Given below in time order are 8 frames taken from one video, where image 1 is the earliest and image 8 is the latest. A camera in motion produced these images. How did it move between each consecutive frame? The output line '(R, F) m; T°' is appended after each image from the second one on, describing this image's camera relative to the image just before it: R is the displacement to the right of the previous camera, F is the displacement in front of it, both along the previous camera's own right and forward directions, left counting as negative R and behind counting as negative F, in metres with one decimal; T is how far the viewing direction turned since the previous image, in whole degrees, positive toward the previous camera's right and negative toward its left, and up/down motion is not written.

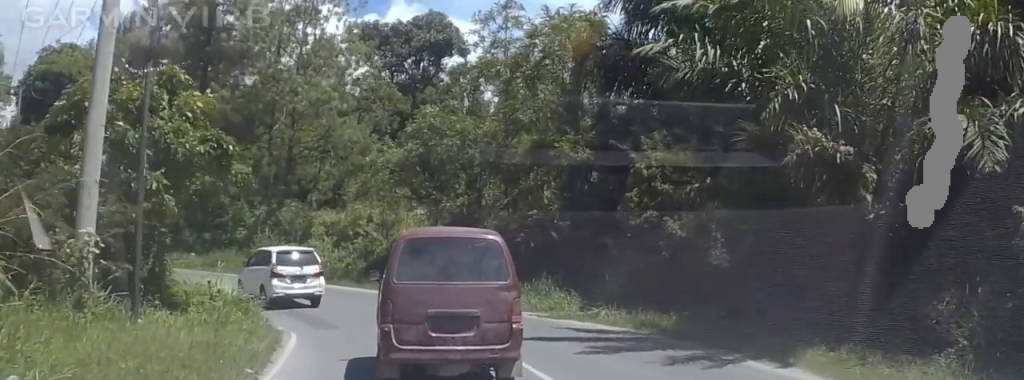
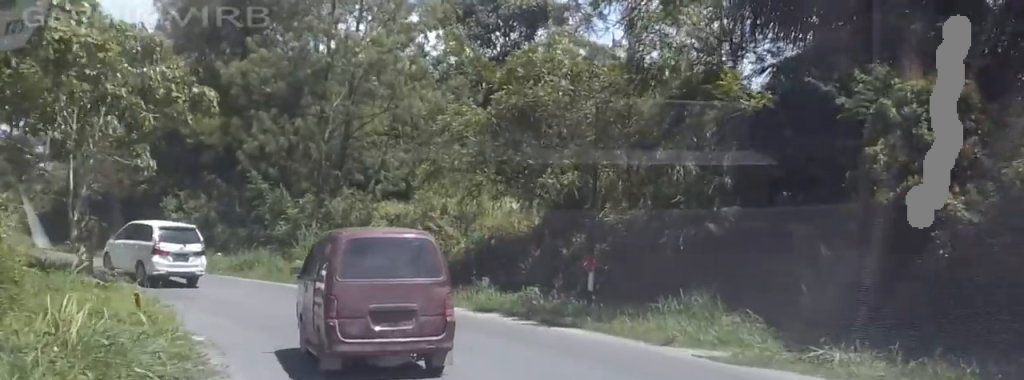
(-0.1, +9.6) m; -10°
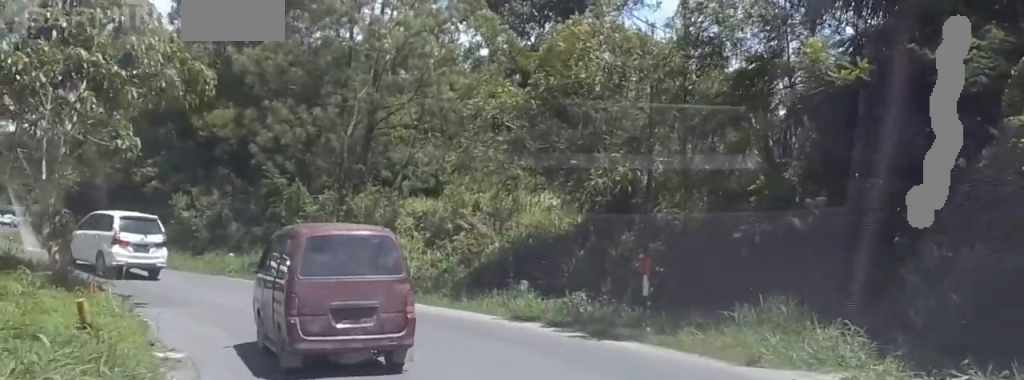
(0.0, +2.4) m; -6°
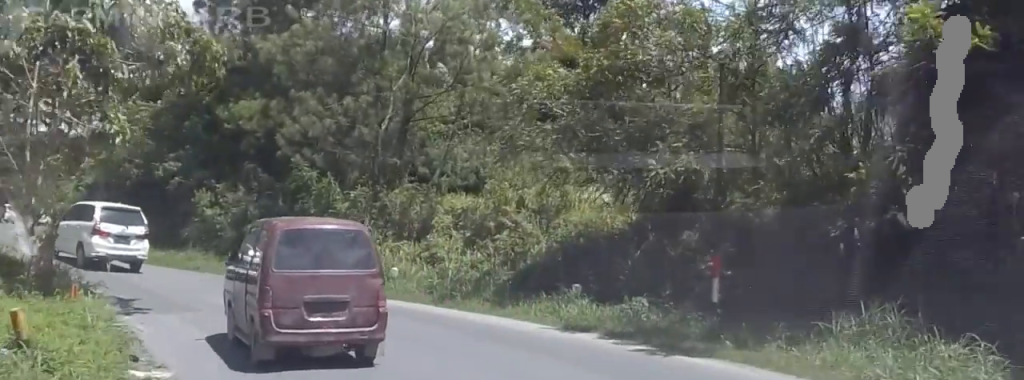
(-0.4, +1.9) m; -5°
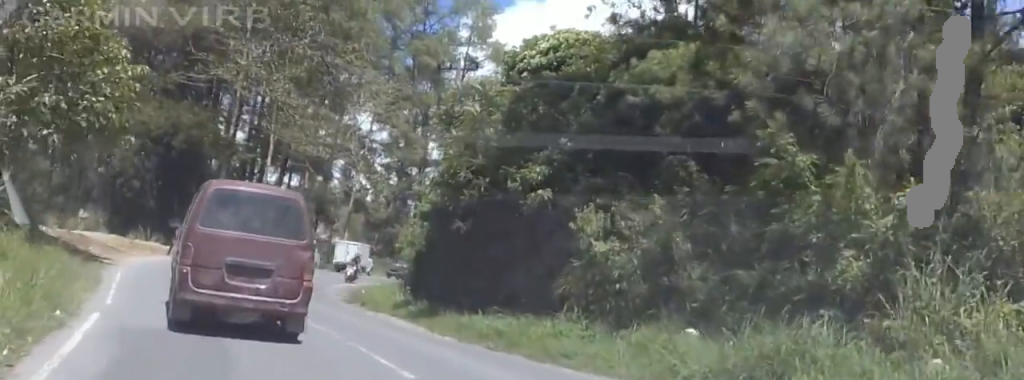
(-1.0, +14.5) m; -13°
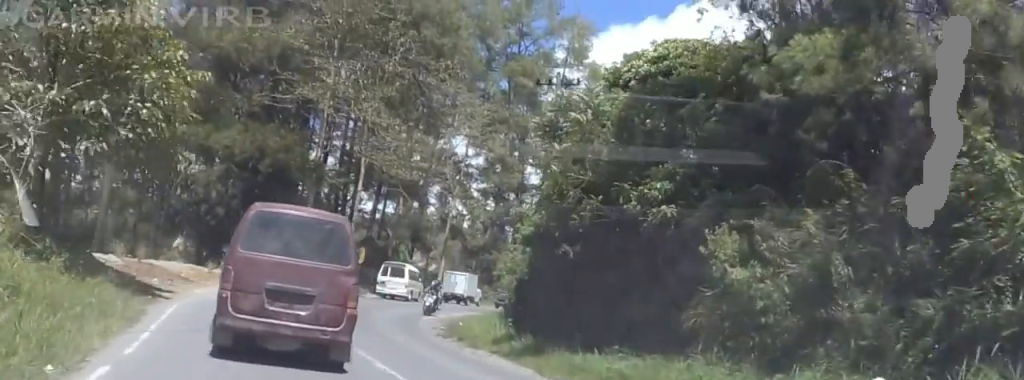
(-0.2, +2.7) m; -9°
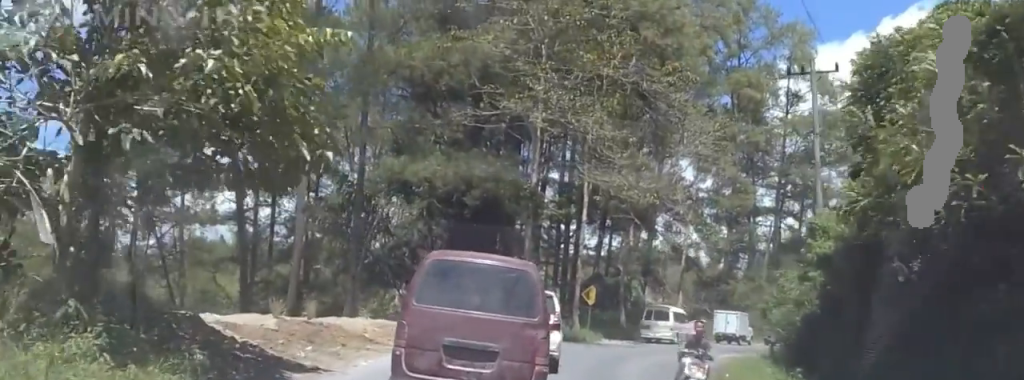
(-1.4, +6.7) m; -9°
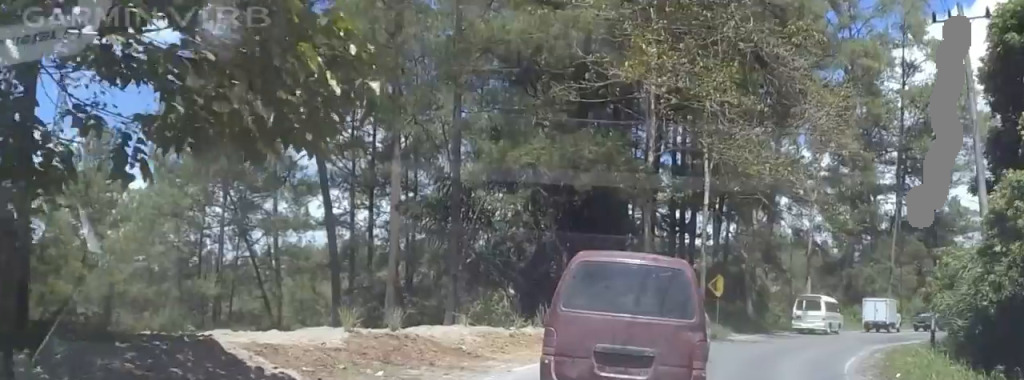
(0.0, +4.3) m; 0°
